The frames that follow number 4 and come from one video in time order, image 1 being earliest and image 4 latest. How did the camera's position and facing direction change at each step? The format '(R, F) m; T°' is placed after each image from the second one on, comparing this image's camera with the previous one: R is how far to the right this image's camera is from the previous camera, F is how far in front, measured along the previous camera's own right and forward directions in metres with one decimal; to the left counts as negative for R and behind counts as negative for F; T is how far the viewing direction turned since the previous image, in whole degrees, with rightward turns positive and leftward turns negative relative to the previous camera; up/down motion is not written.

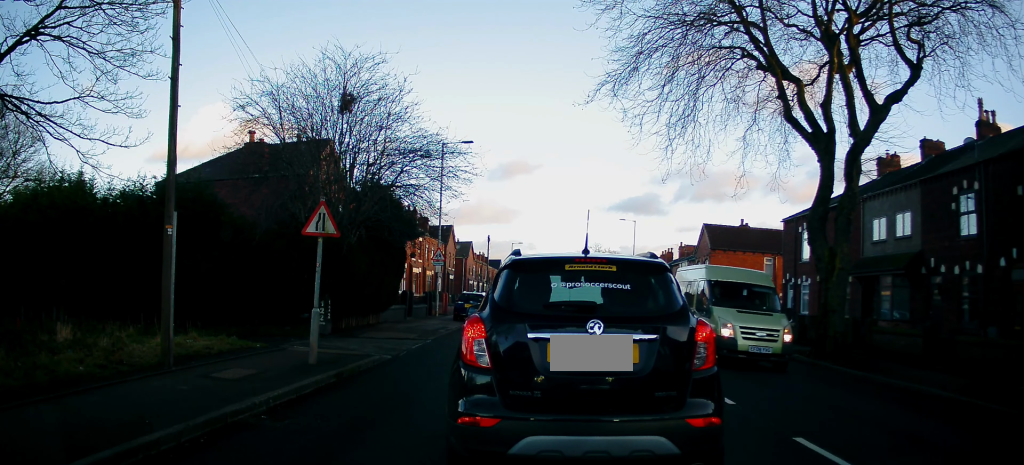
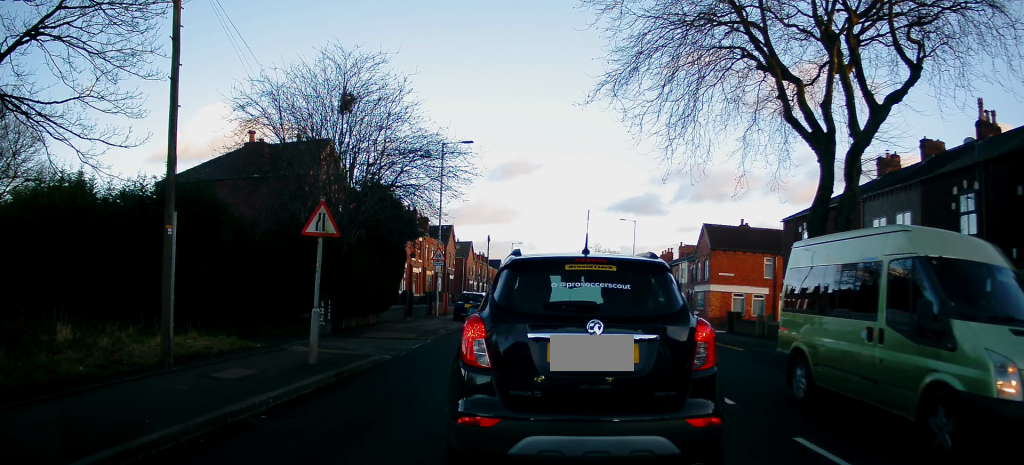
(0.0, 0.0) m; 0°
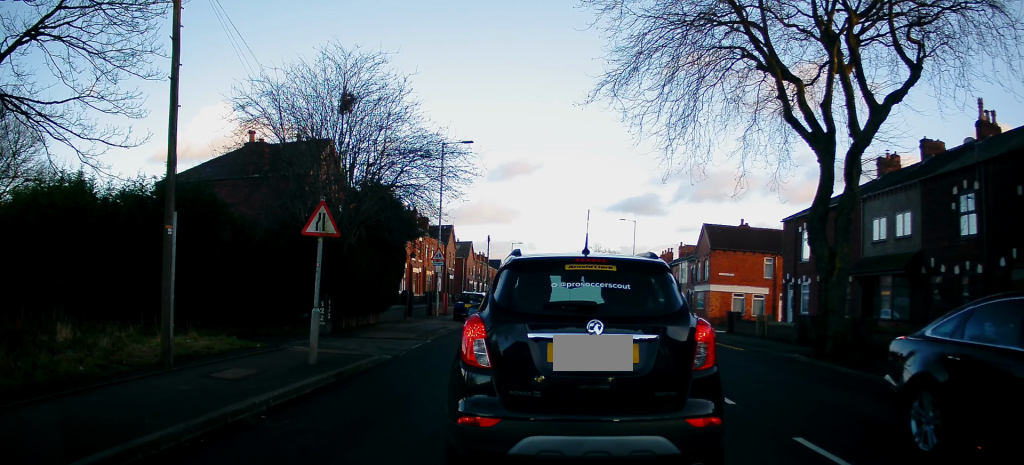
(0.0, 0.0) m; 0°
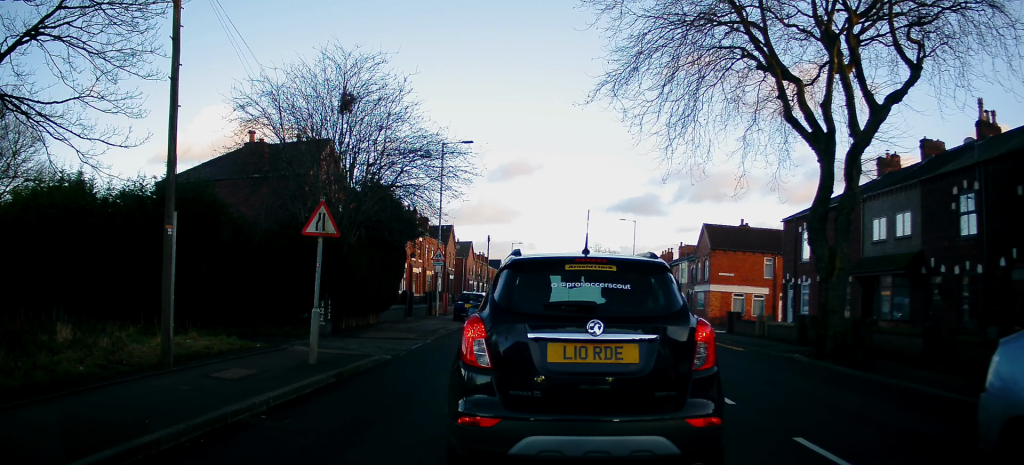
(0.0, 0.0) m; 0°
